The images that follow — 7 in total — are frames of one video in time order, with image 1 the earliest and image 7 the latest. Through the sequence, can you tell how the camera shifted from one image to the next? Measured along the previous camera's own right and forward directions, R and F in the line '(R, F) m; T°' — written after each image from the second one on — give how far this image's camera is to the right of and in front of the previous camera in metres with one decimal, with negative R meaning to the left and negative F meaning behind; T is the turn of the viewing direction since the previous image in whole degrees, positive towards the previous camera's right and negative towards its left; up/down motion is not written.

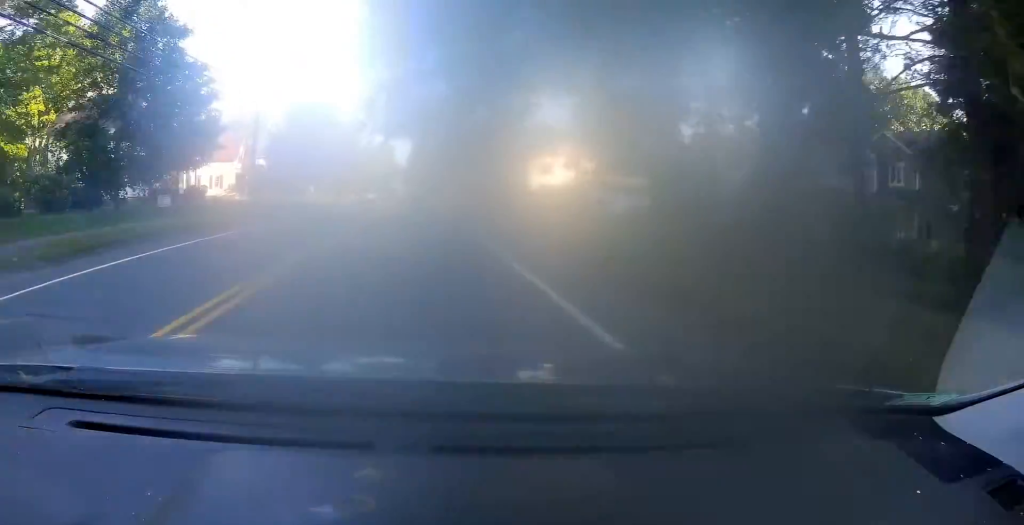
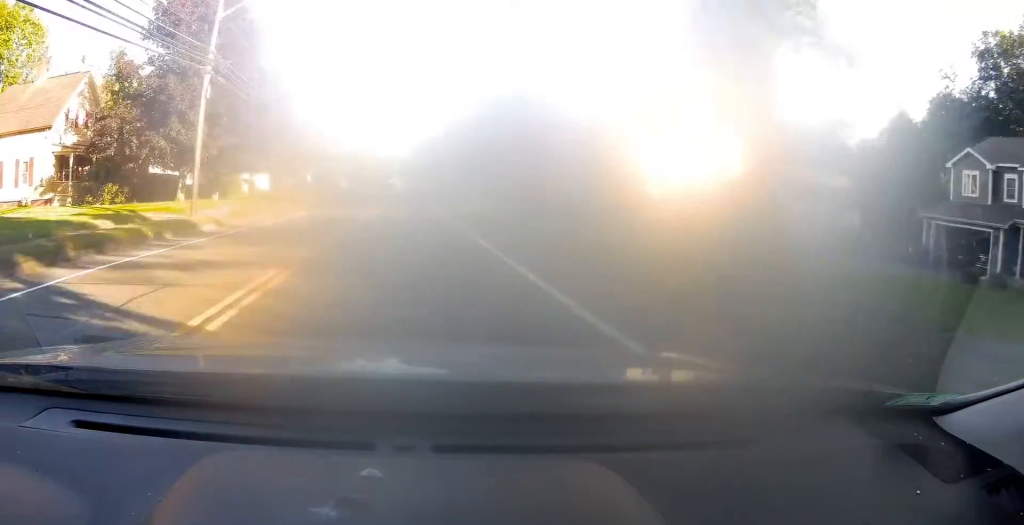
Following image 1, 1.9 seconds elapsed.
(-1.0, +36.1) m; -2°
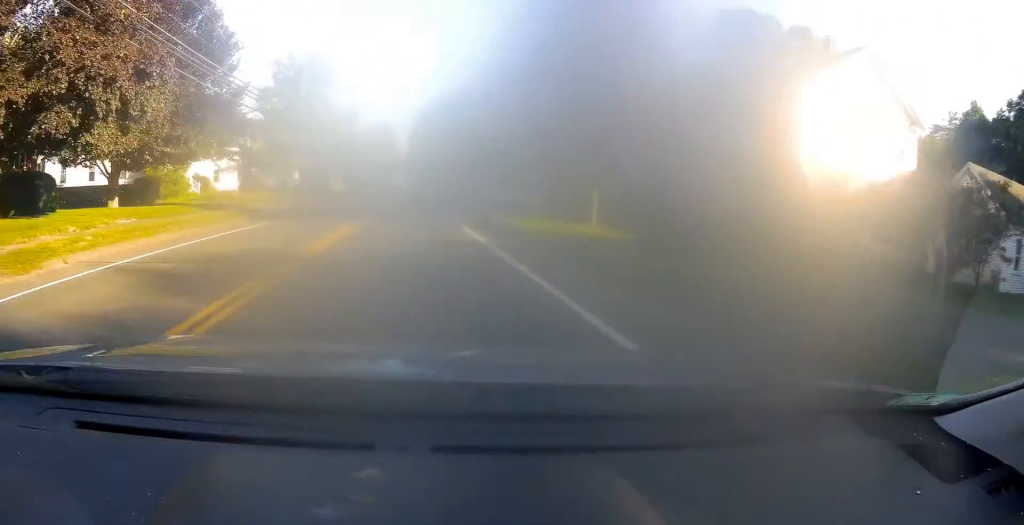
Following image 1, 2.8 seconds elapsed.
(+0.2, +15.5) m; +1°
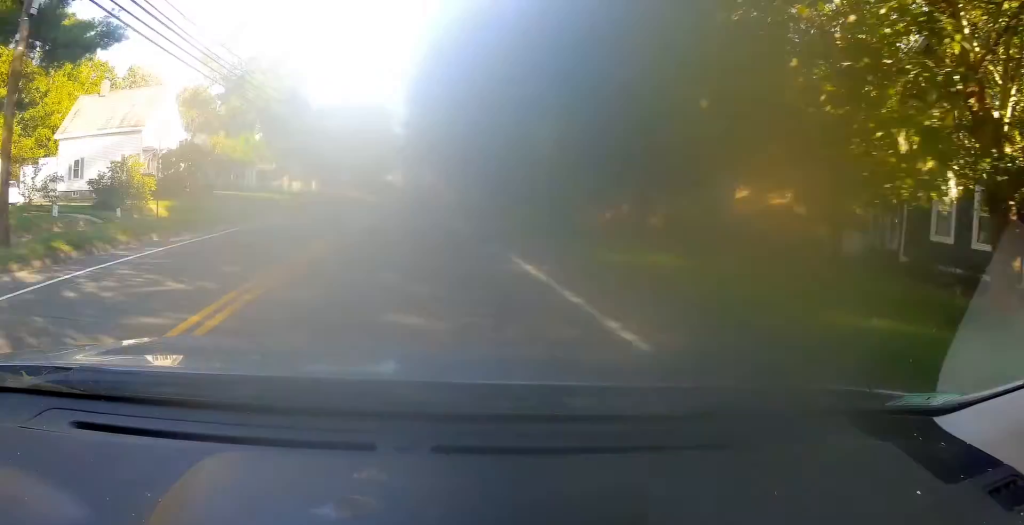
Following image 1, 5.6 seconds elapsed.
(-0.4, +53.5) m; -1°
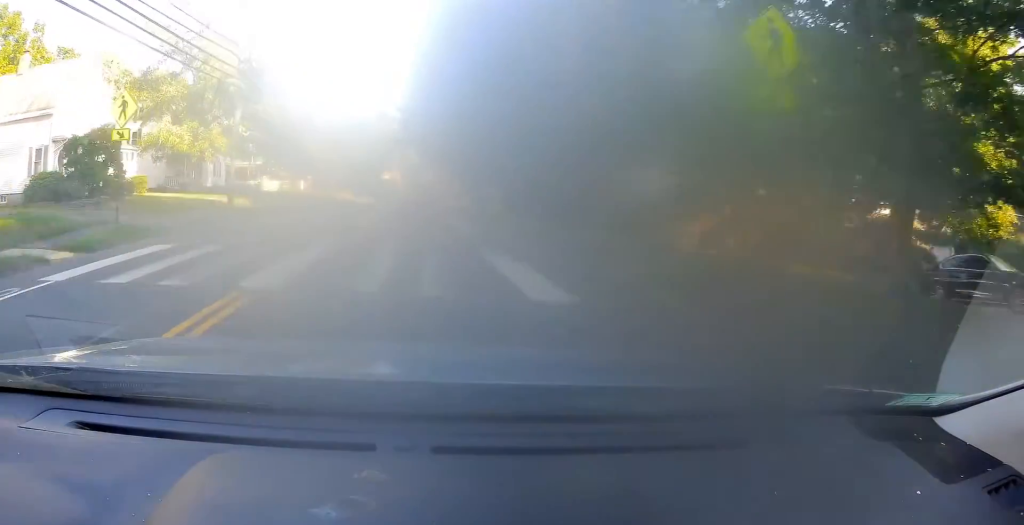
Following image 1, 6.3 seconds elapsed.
(0.0, +12.4) m; 0°
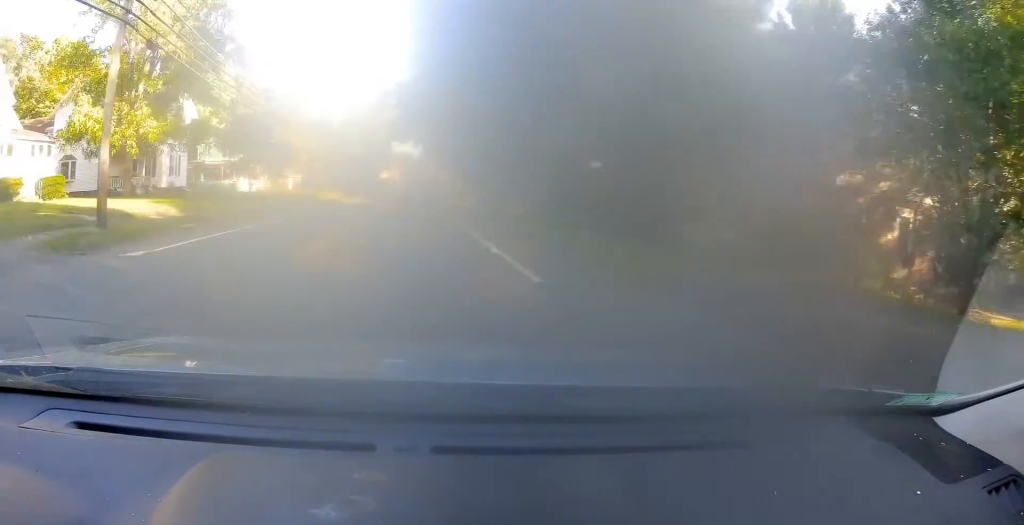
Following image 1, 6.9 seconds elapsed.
(0.0, +10.9) m; 0°
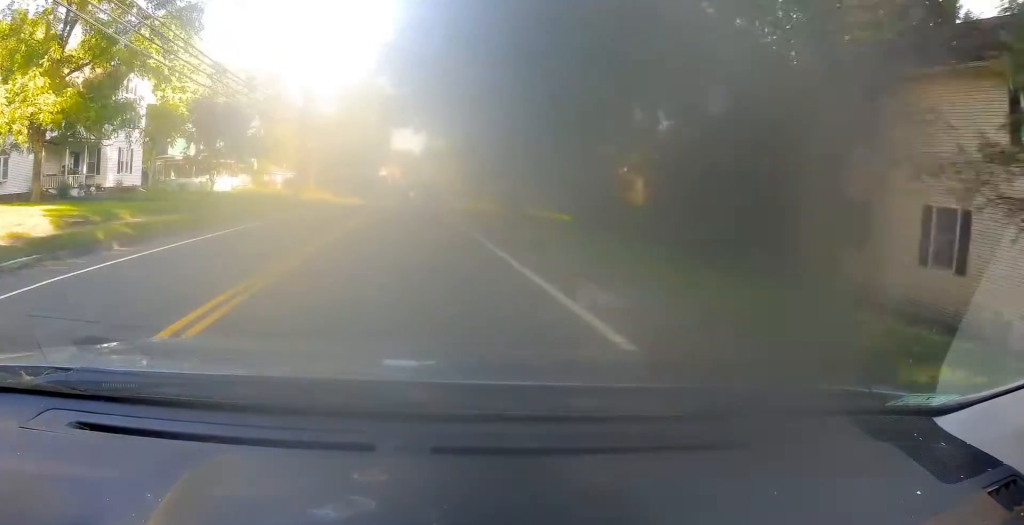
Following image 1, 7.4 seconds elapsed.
(0.0, +9.6) m; 0°
